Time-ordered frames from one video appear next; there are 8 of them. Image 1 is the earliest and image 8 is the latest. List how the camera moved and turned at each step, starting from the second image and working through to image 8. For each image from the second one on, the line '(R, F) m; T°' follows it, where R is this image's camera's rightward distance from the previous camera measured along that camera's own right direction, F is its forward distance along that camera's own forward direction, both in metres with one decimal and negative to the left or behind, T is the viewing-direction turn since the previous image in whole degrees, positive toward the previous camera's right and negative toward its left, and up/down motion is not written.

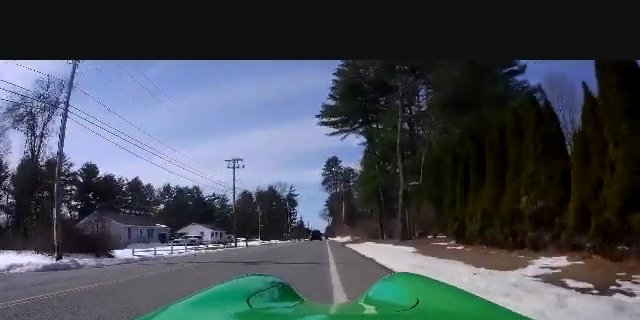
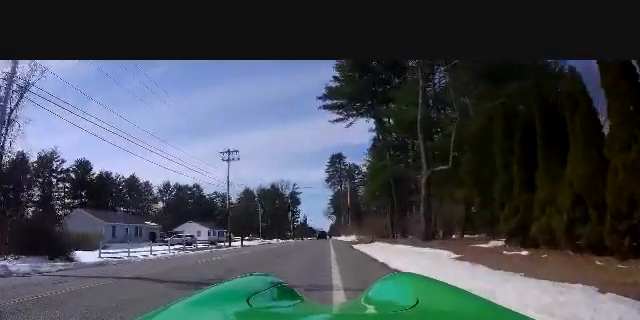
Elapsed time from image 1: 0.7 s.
(0.0, +4.6) m; +2°
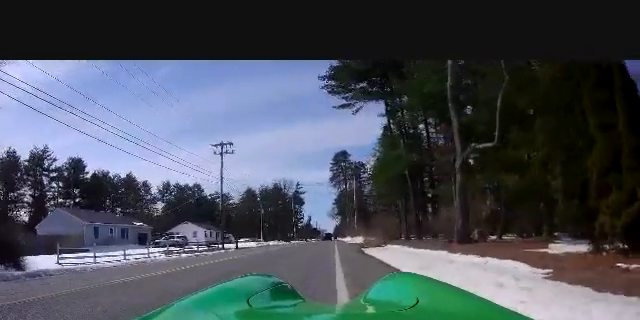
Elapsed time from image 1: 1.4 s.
(+0.1, +4.4) m; +1°
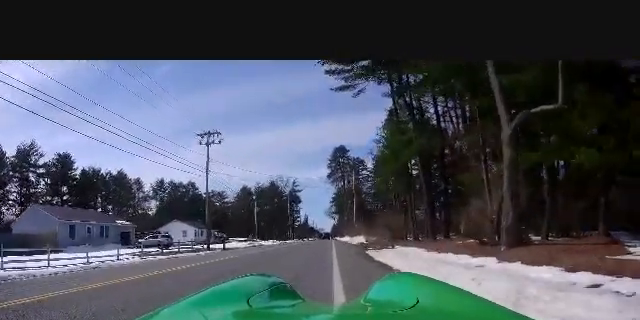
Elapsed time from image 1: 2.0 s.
(+0.2, +3.9) m; 0°
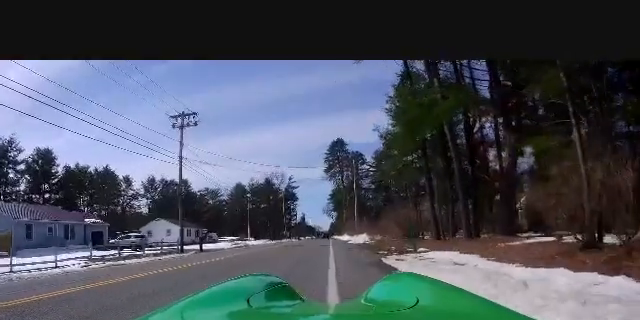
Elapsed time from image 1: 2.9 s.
(-0.2, +5.9) m; -2°
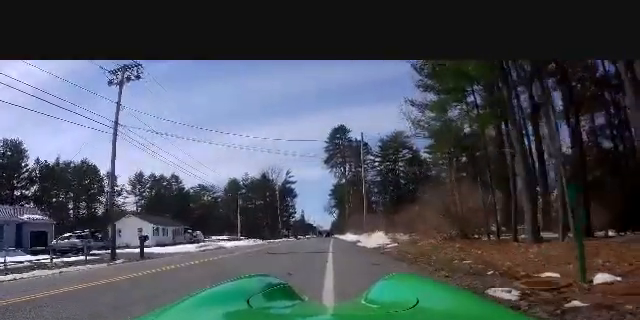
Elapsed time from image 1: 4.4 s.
(-0.3, +9.6) m; -3°
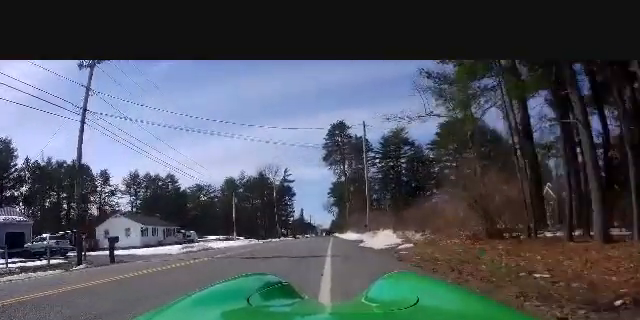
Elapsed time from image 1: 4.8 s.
(-0.1, +2.9) m; 0°
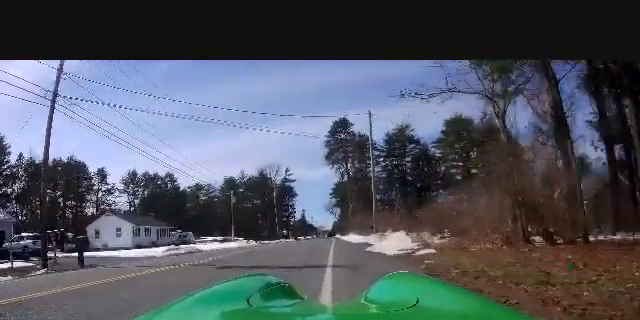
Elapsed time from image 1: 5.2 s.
(0.0, +2.5) m; 0°
